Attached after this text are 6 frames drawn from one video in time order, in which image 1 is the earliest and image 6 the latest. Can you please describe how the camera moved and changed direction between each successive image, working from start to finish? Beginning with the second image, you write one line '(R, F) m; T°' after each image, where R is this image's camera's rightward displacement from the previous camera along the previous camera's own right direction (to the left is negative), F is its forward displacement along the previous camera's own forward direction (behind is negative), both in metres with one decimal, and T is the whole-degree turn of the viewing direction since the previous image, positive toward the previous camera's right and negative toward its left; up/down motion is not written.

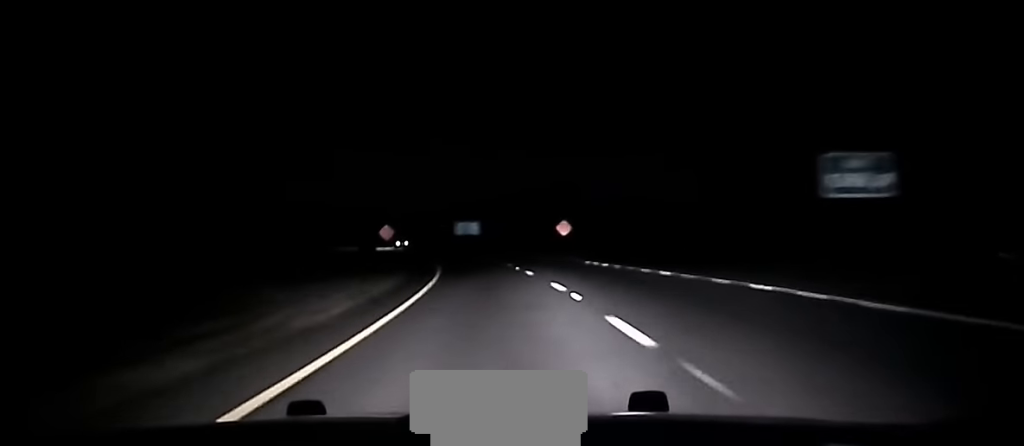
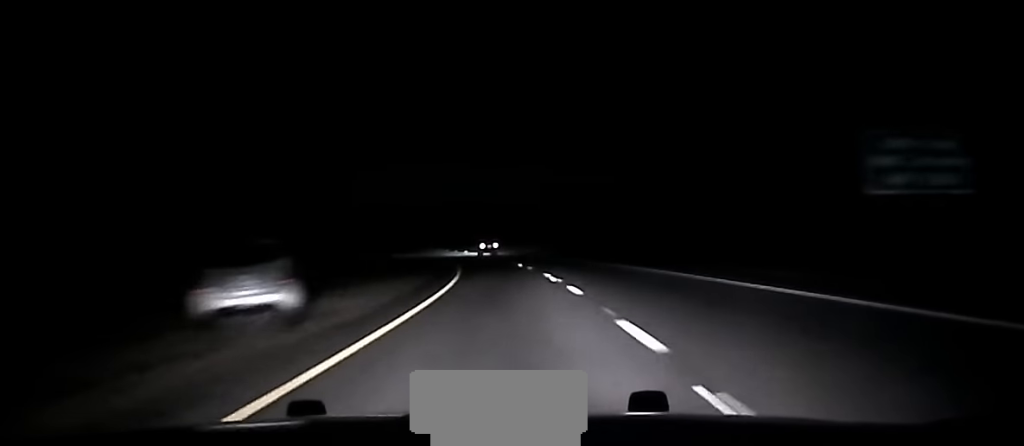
(-16.1, +132.2) m; -13°
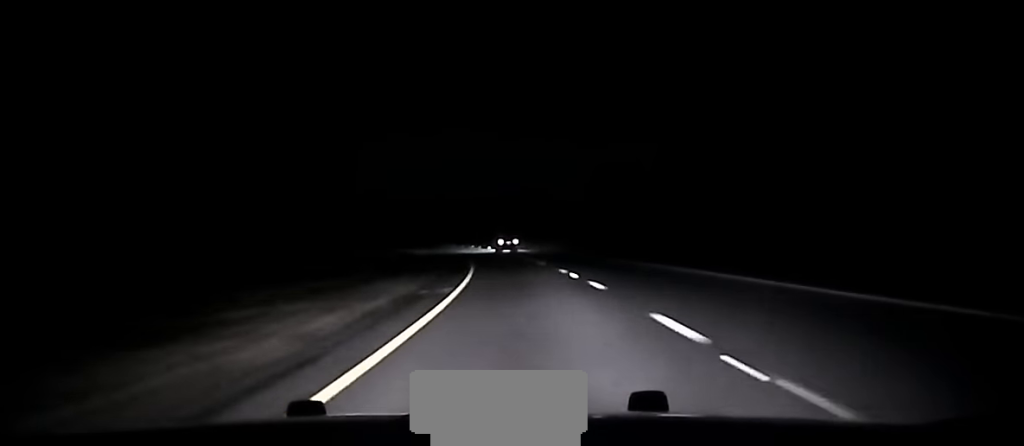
(+0.3, +22.6) m; -2°
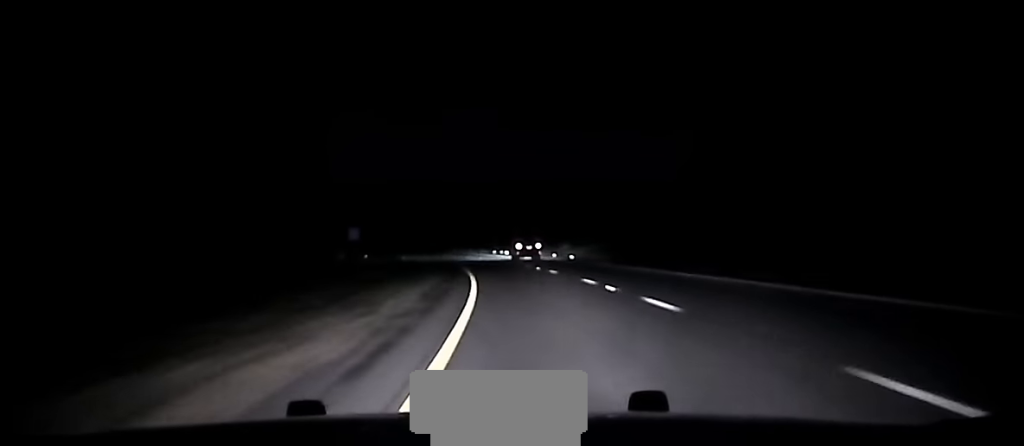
(-2.7, +57.1) m; -5°
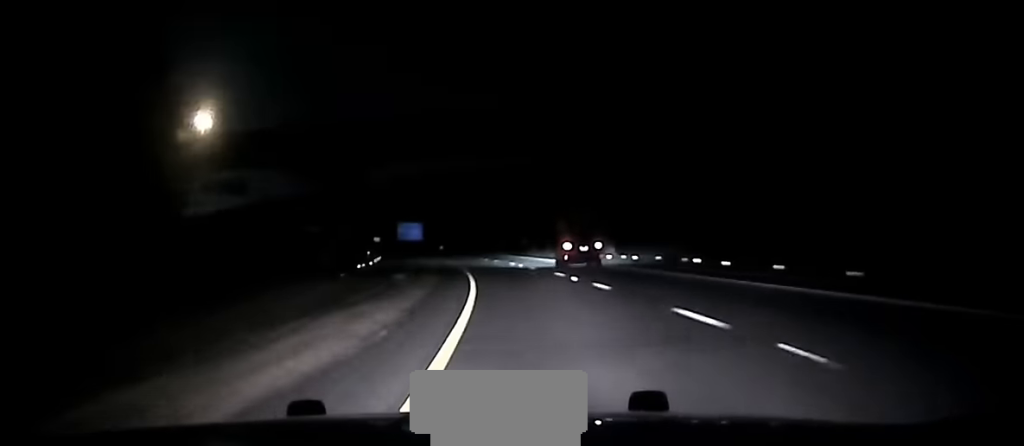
(-2.8, +63.8) m; -6°
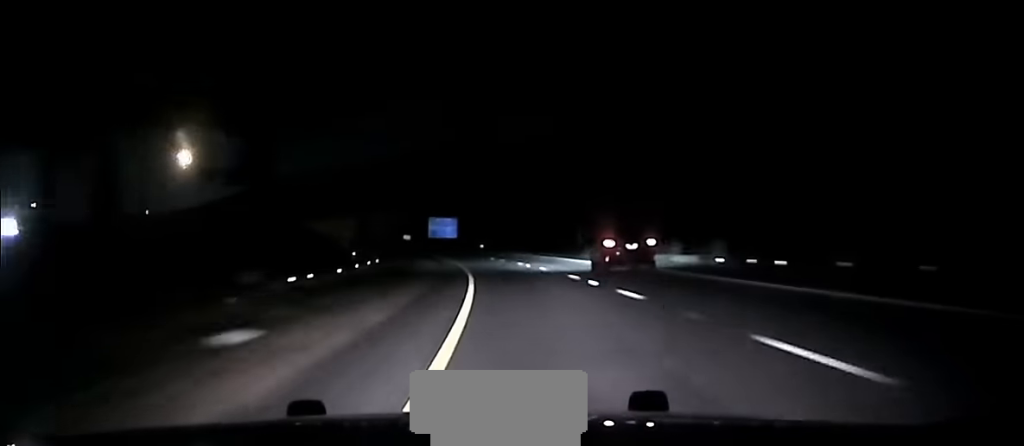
(-0.7, +27.8) m; -3°
